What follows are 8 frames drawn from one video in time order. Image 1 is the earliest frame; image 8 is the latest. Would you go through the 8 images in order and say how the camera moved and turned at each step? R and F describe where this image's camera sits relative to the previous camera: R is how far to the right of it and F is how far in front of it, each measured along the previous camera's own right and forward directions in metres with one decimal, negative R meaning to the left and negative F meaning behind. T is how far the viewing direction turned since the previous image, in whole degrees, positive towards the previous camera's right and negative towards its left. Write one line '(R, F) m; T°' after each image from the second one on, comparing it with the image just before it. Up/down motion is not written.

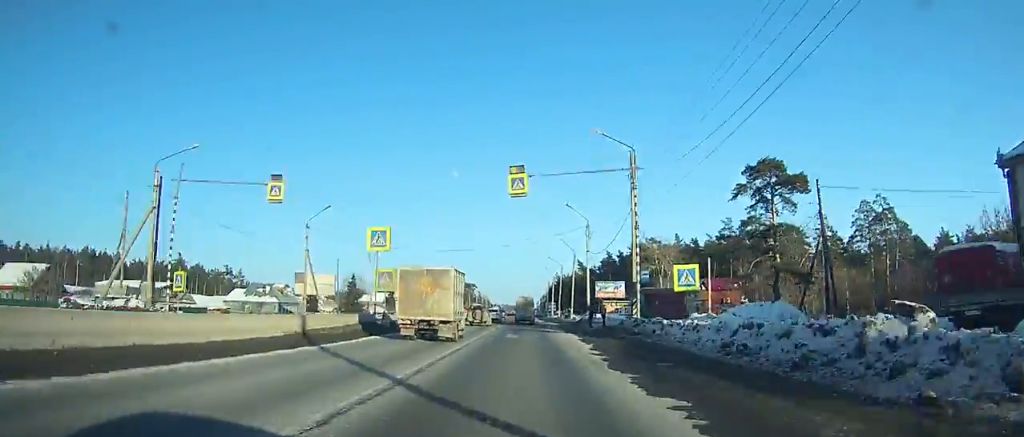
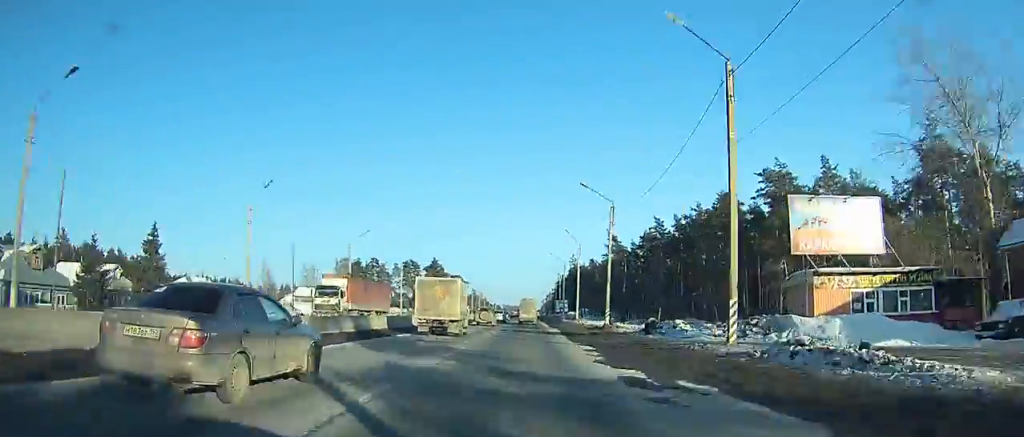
(+0.3, +67.9) m; 0°
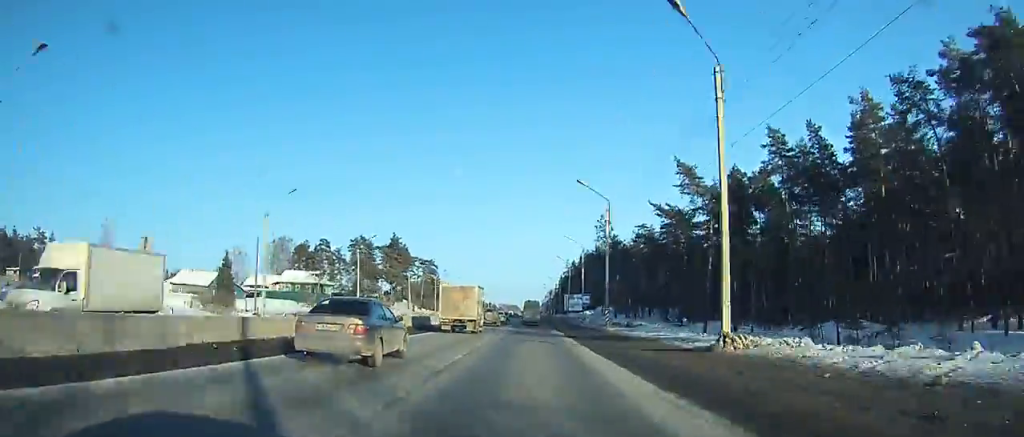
(-0.1, +54.6) m; 0°
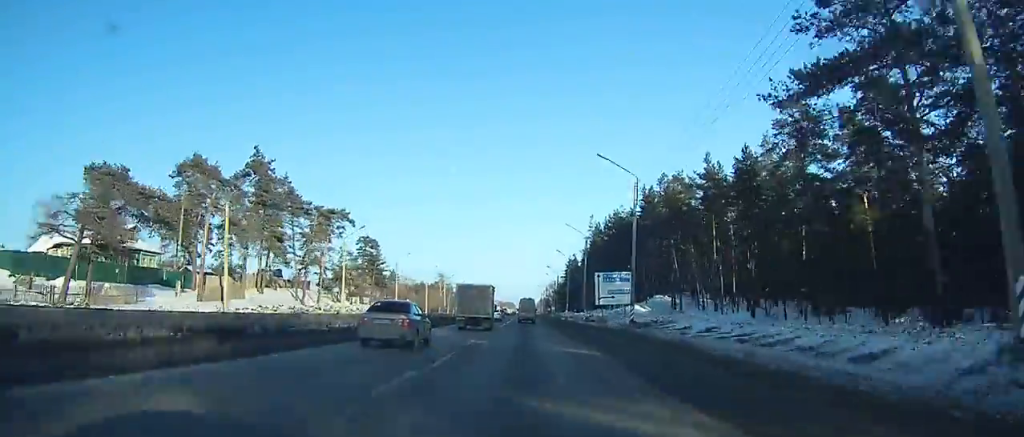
(+0.2, +66.0) m; 0°
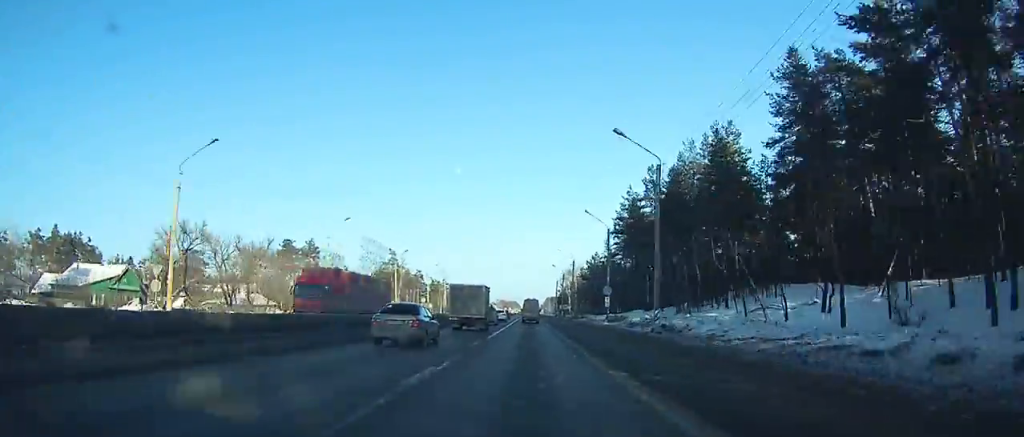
(-0.3, +101.2) m; 0°
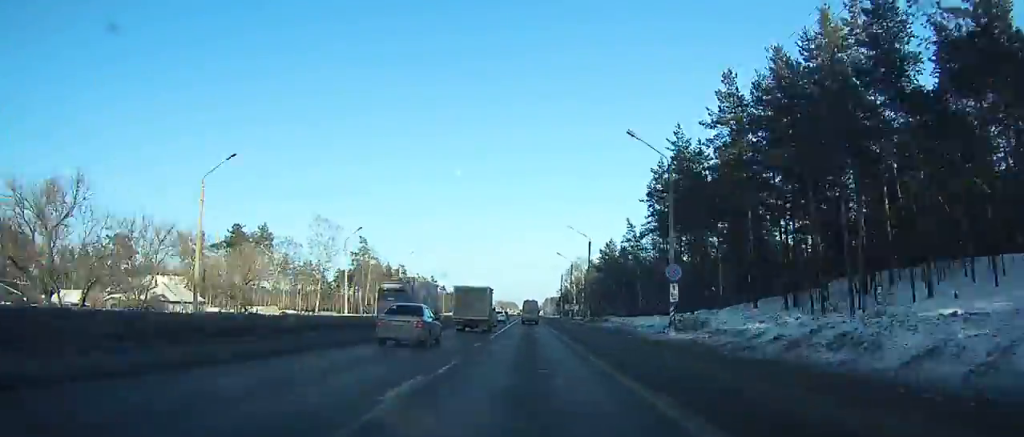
(-0.1, +27.3) m; 0°
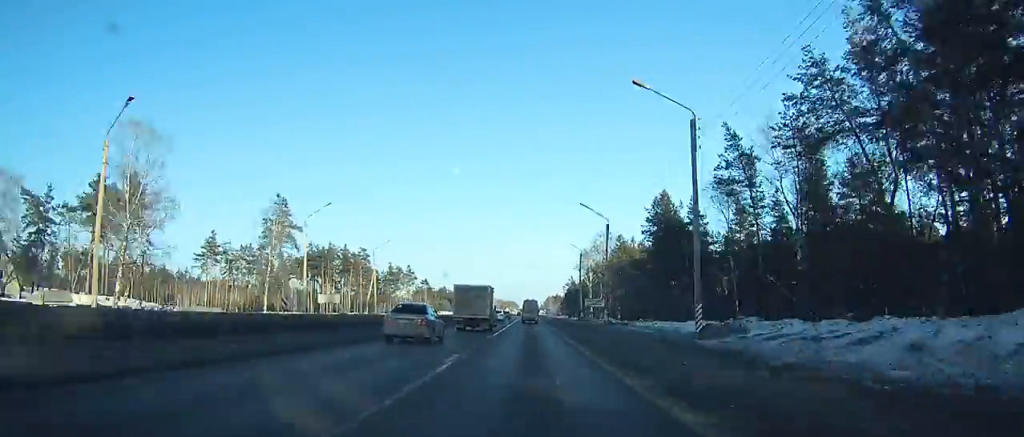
(+0.1, +43.8) m; 0°
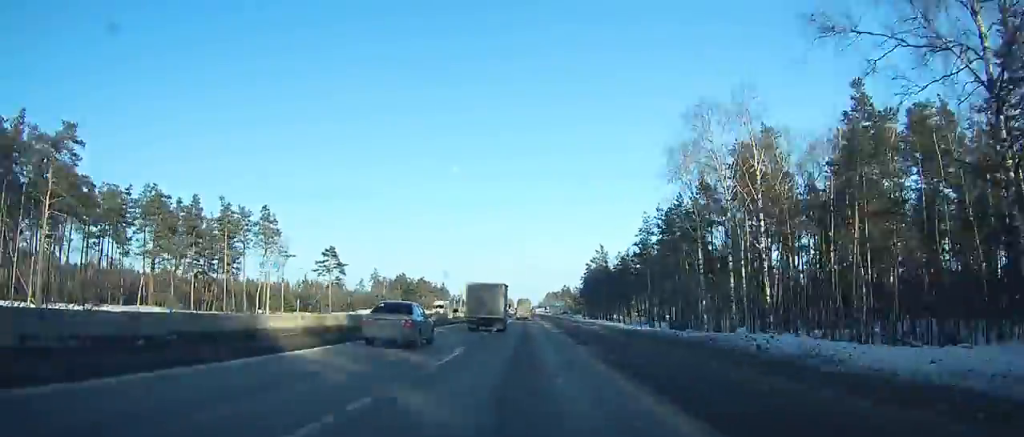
(-0.3, +90.8) m; 0°
